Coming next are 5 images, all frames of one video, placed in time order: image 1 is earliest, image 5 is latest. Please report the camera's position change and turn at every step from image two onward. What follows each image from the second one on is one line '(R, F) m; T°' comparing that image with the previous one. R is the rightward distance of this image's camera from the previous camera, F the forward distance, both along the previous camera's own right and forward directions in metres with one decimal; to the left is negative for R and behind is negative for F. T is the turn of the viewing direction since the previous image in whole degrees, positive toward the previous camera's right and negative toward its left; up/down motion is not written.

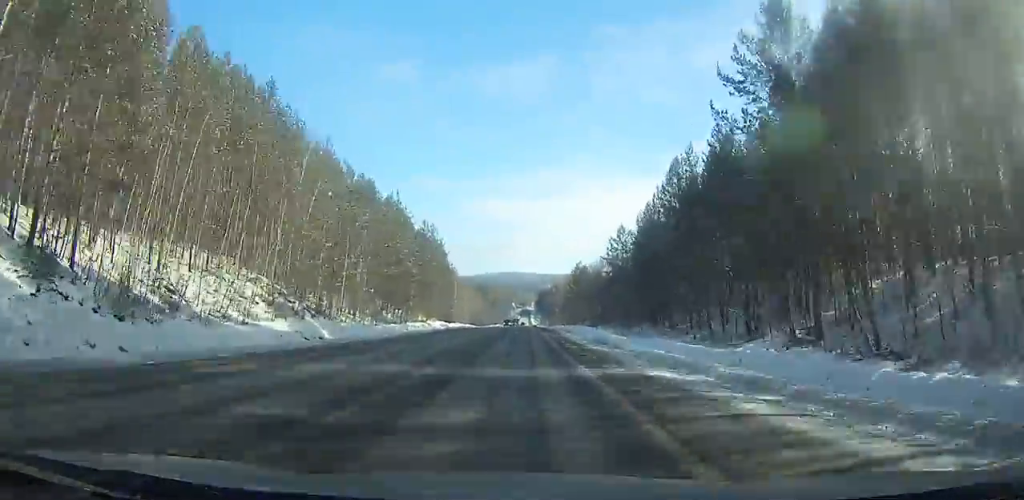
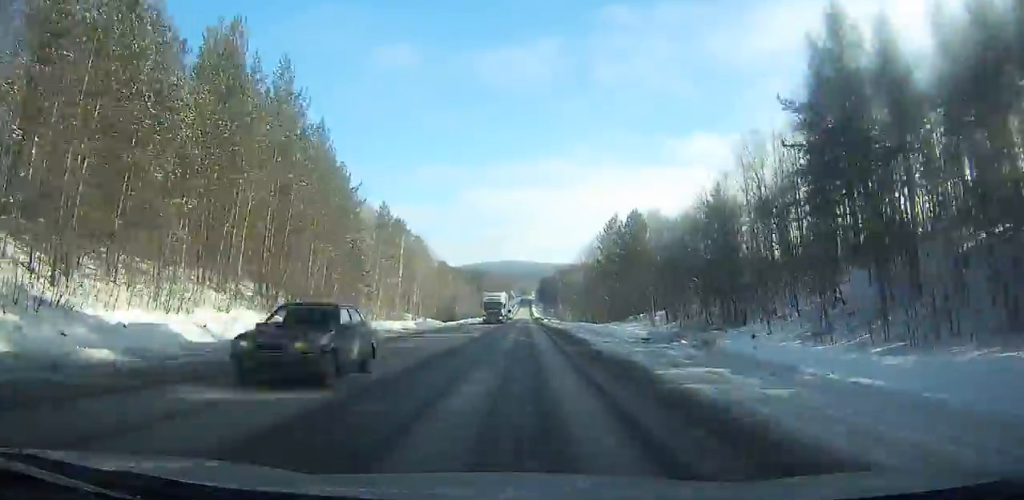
(0.0, +75.6) m; 0°
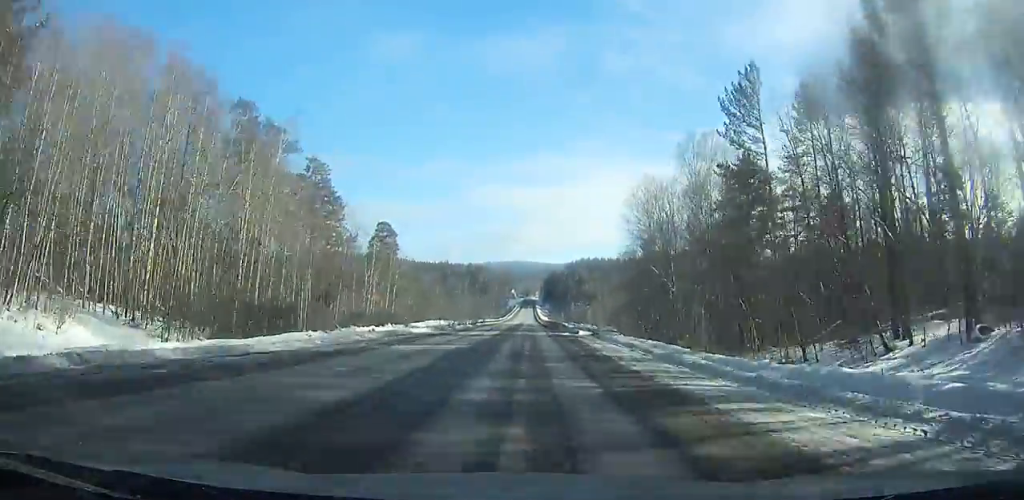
(+0.1, +85.0) m; 0°
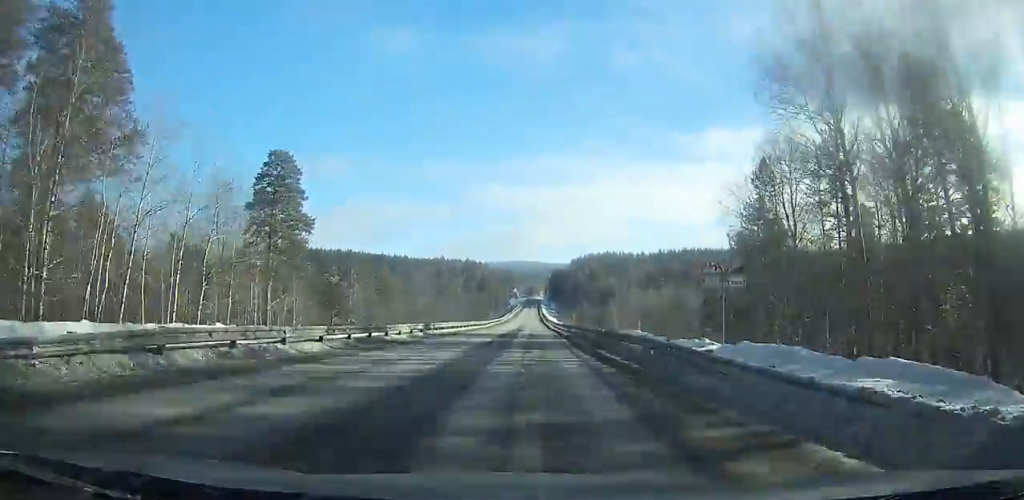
(+0.1, +49.0) m; 0°
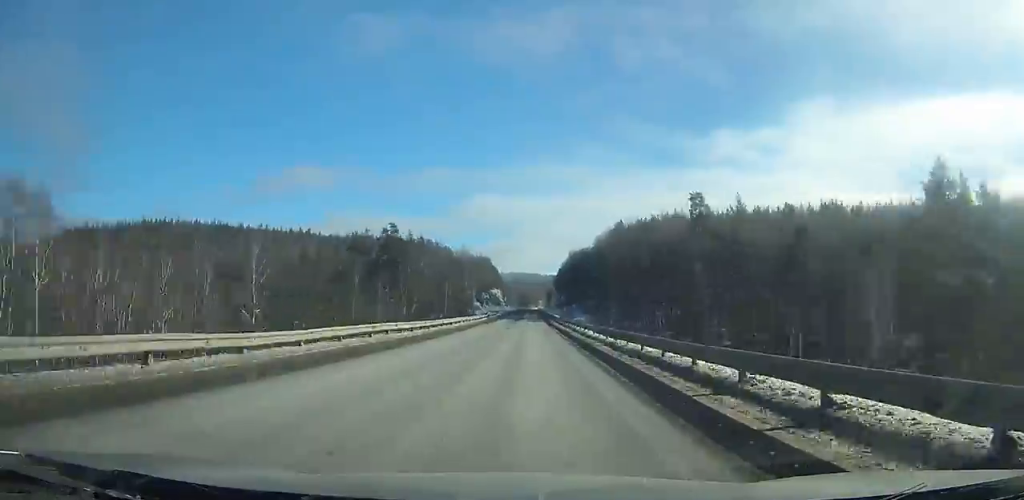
(-0.5, +216.3) m; 0°
